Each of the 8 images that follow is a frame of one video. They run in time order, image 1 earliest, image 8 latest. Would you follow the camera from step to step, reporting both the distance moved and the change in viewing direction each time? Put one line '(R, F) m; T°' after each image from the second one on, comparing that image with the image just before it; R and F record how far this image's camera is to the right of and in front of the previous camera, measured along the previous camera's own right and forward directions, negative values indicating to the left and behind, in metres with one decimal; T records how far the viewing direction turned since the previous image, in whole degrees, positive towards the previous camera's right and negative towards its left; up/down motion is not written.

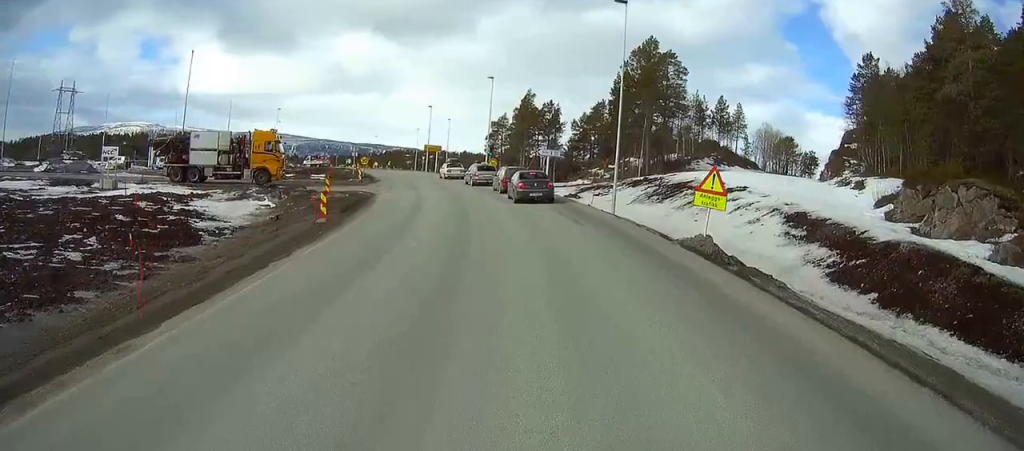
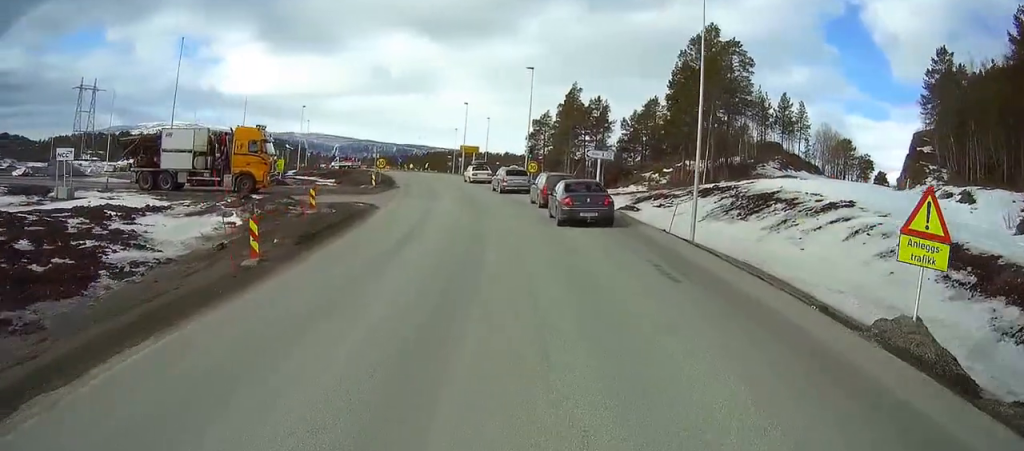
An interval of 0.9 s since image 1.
(0.0, +10.8) m; -2°
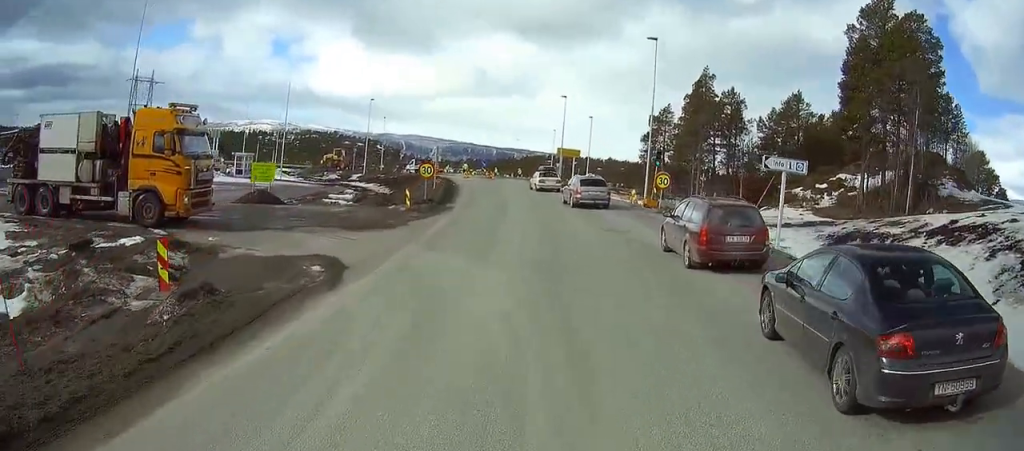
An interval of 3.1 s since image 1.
(-2.1, +23.2) m; -10°
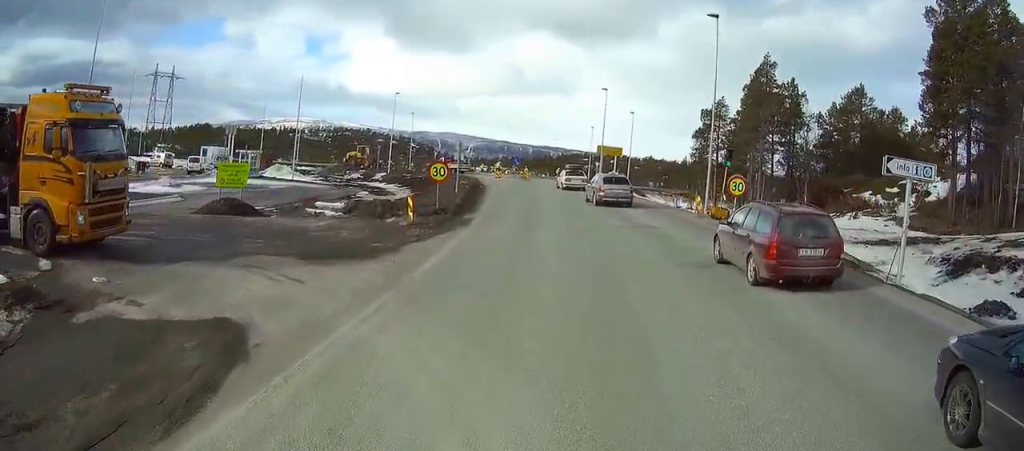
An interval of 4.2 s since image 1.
(-0.2, +8.7) m; -2°
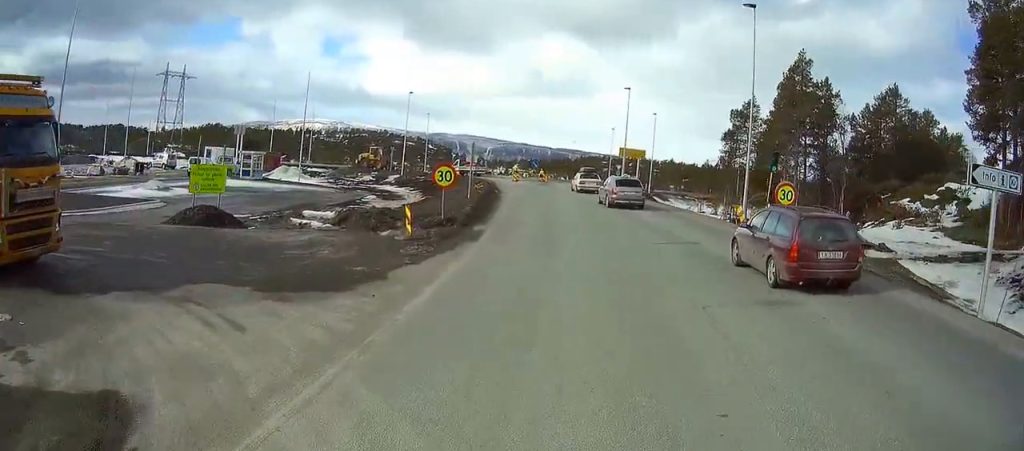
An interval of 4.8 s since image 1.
(0.0, +4.2) m; -1°
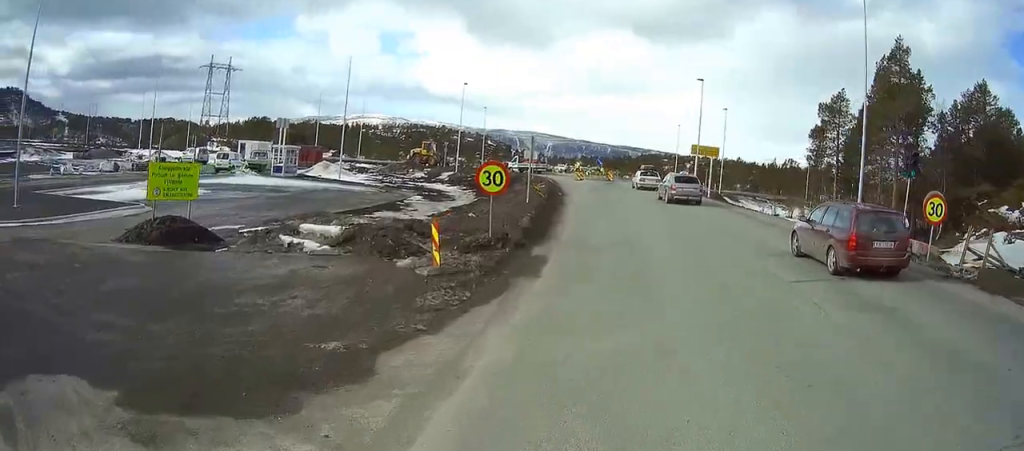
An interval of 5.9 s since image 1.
(-0.2, +6.6) m; -7°
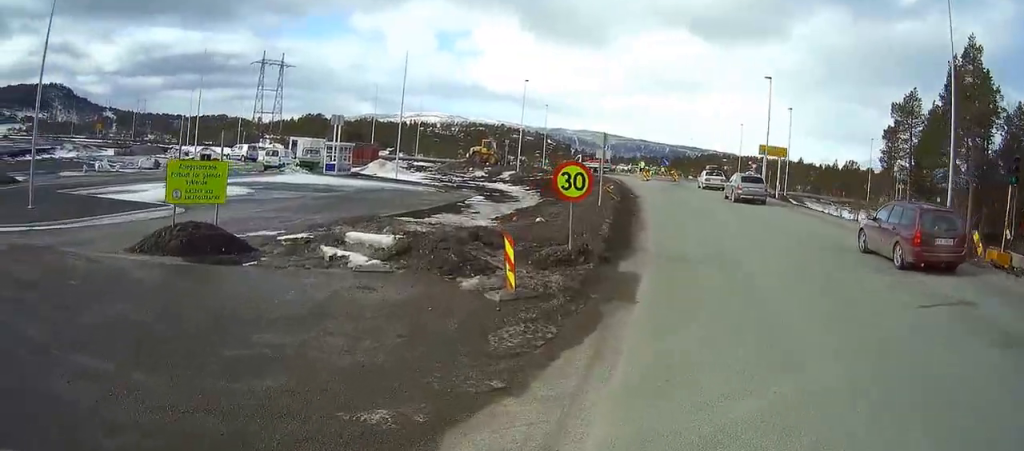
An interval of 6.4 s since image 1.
(-0.2, +2.5) m; -3°
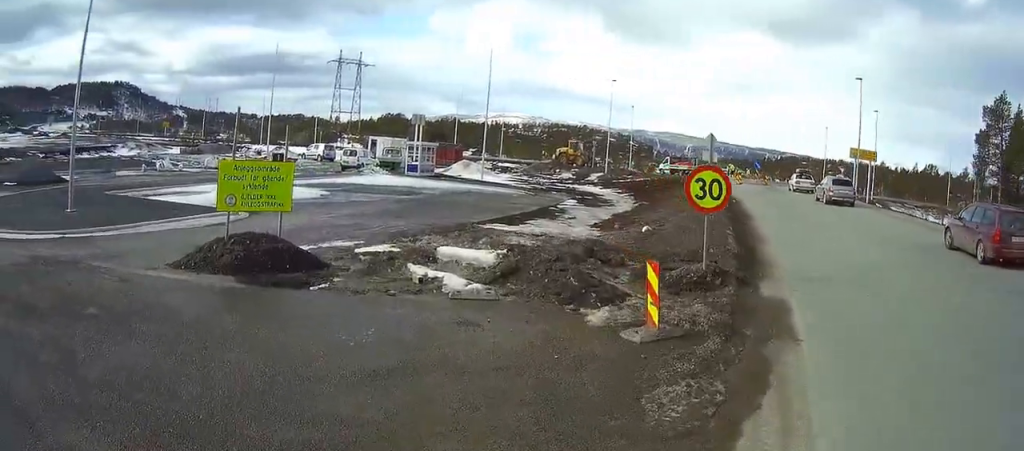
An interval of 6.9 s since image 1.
(-0.1, +2.6) m; -4°
